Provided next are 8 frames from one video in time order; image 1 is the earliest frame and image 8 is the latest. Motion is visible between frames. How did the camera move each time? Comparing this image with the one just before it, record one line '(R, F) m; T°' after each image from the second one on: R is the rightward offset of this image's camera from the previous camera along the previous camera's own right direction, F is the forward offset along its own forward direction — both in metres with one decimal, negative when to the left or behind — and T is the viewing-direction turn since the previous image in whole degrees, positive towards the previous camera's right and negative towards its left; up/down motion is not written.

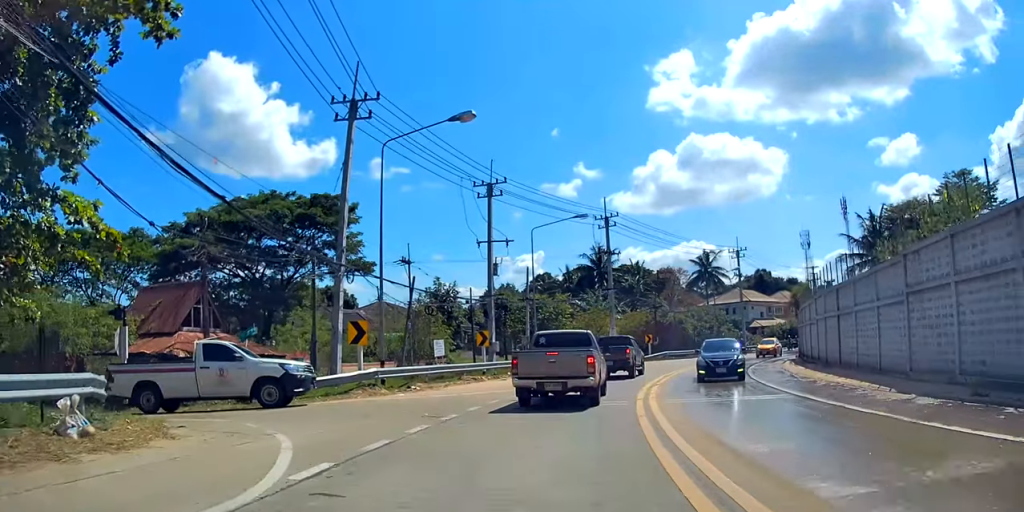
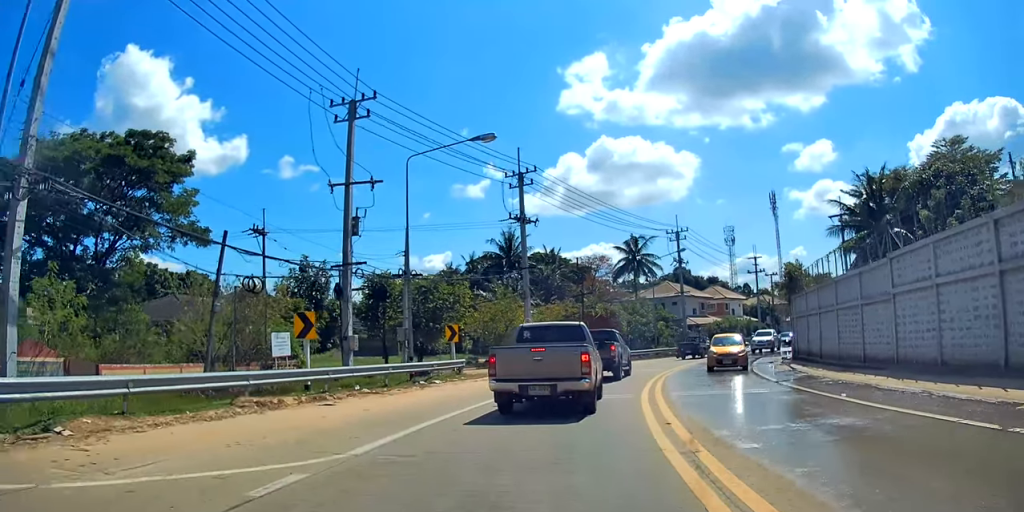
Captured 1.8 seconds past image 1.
(+0.5, +13.8) m; +7°
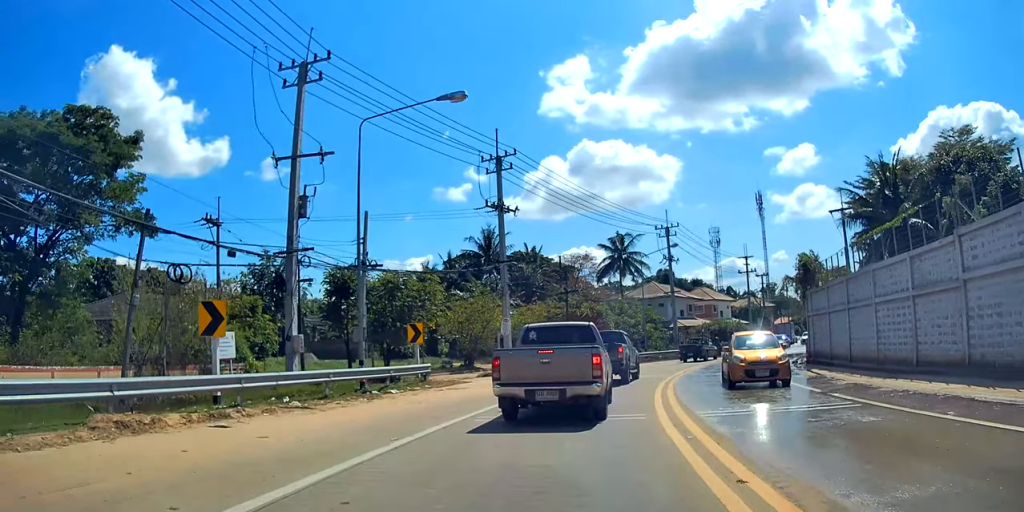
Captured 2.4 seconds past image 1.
(0.0, +4.6) m; +2°
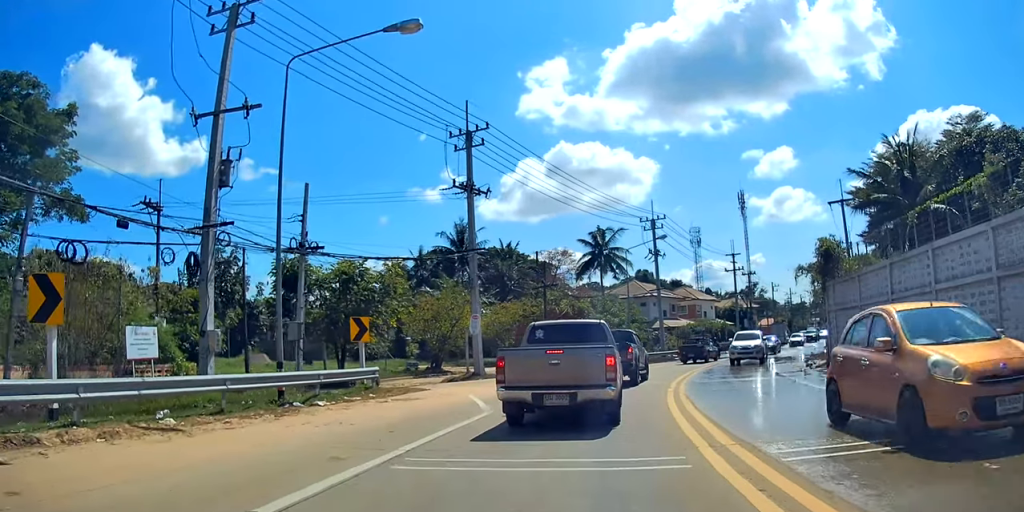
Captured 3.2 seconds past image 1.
(+0.2, +5.1) m; +2°
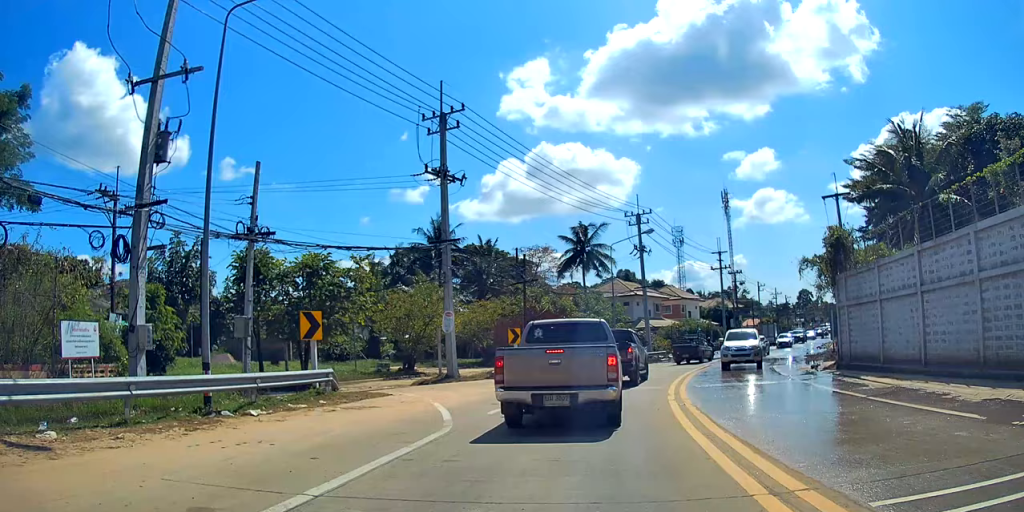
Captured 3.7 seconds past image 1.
(+0.1, +3.4) m; -1°
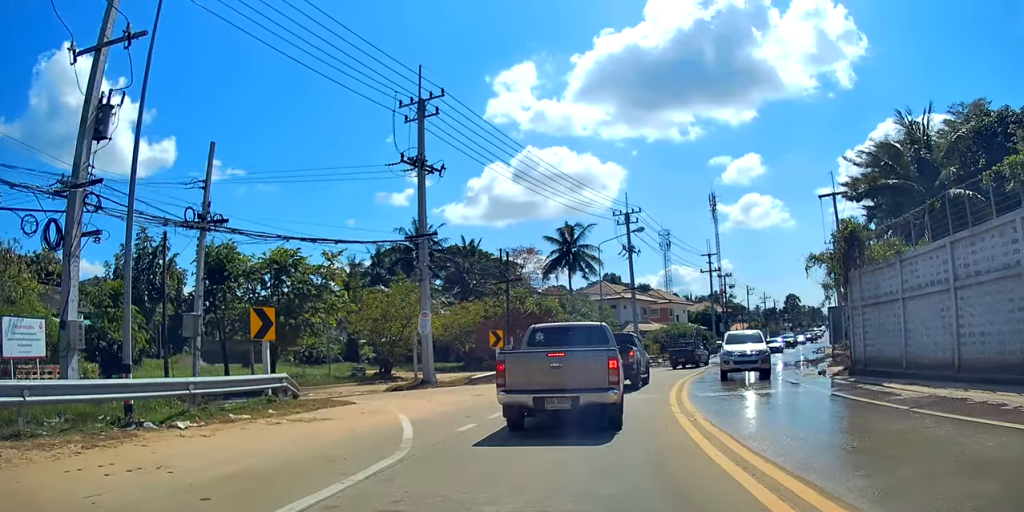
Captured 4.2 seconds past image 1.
(0.0, +2.8) m; -5°
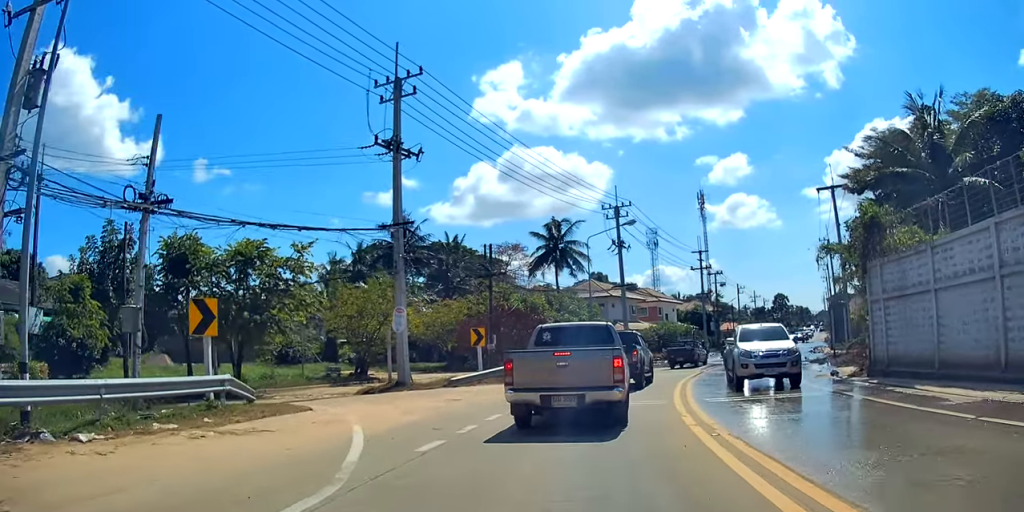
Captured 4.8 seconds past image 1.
(-0.1, +3.2) m; -3°
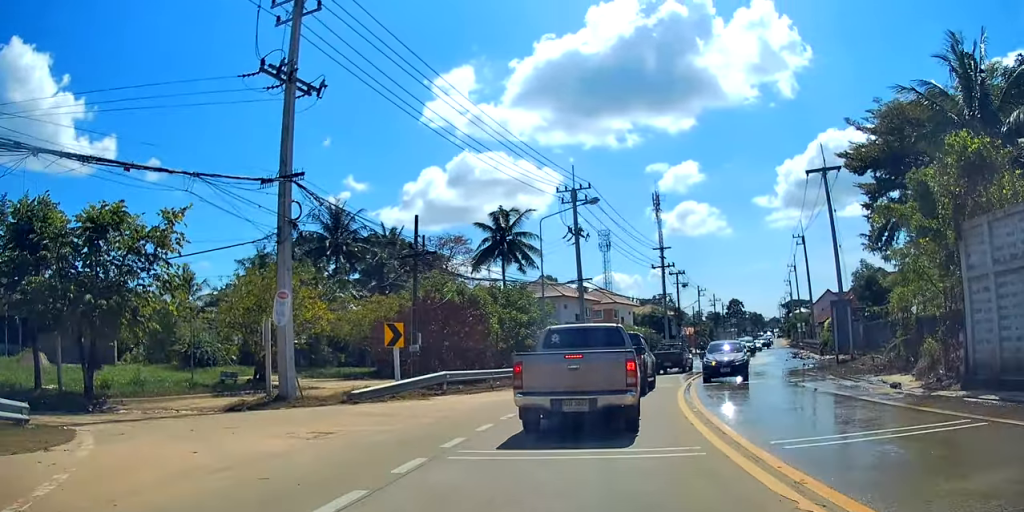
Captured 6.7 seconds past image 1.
(+0.3, +10.0) m; +10°
